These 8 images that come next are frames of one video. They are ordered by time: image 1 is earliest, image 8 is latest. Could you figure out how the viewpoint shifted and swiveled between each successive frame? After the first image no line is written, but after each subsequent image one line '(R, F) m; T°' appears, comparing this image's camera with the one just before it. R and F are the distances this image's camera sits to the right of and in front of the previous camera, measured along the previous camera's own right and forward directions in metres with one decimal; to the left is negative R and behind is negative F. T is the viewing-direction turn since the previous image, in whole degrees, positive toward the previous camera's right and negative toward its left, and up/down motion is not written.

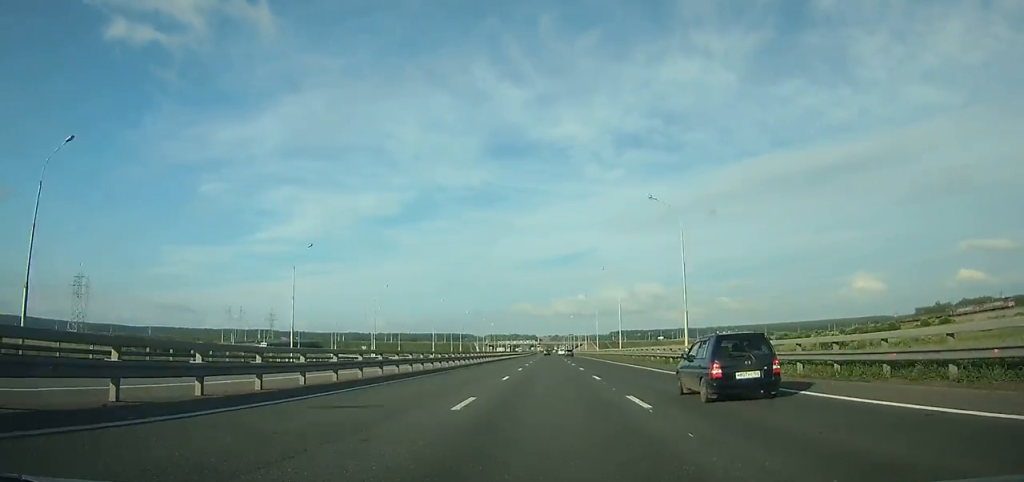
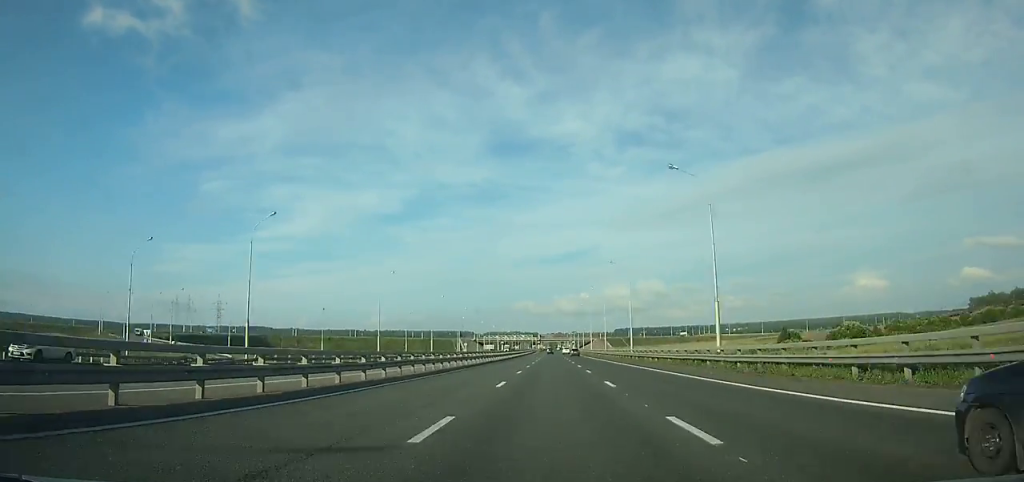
(-0.1, +86.2) m; 0°
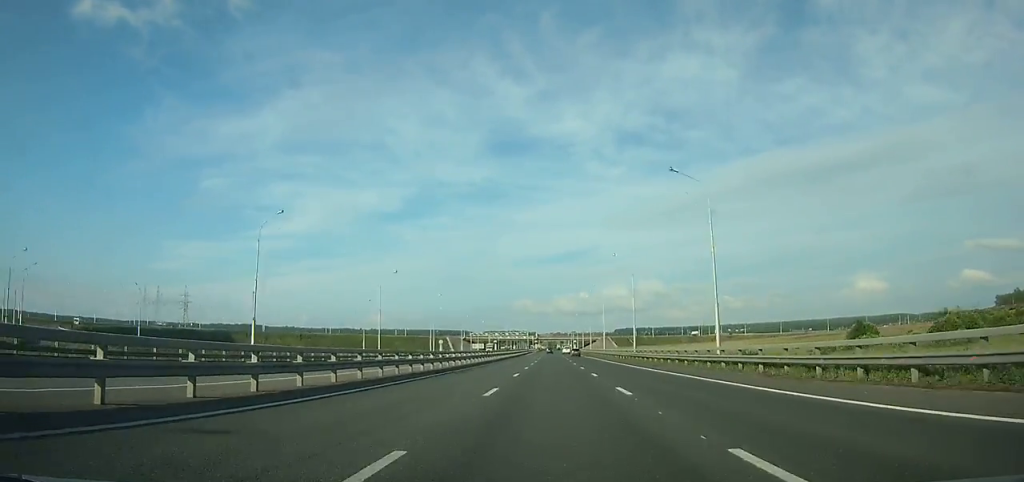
(0.0, +38.7) m; 0°
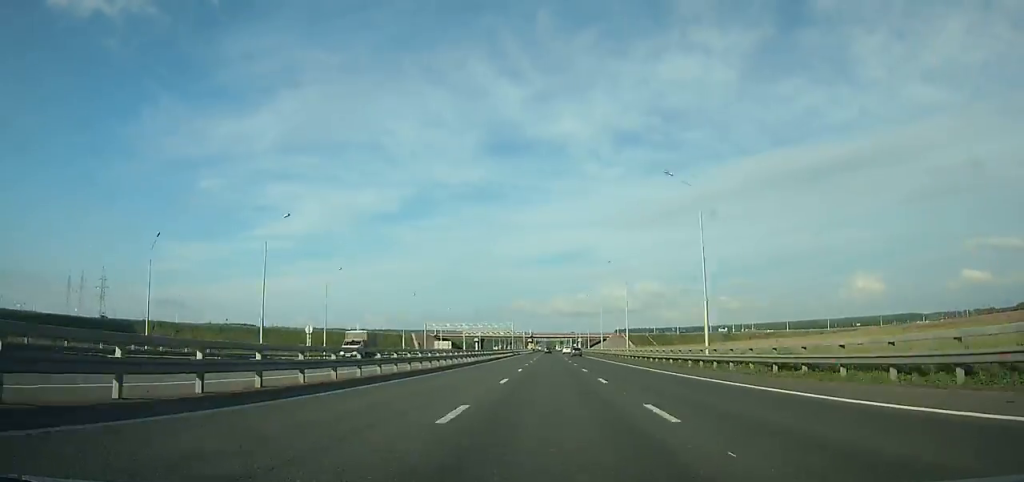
(-0.1, +74.6) m; 0°
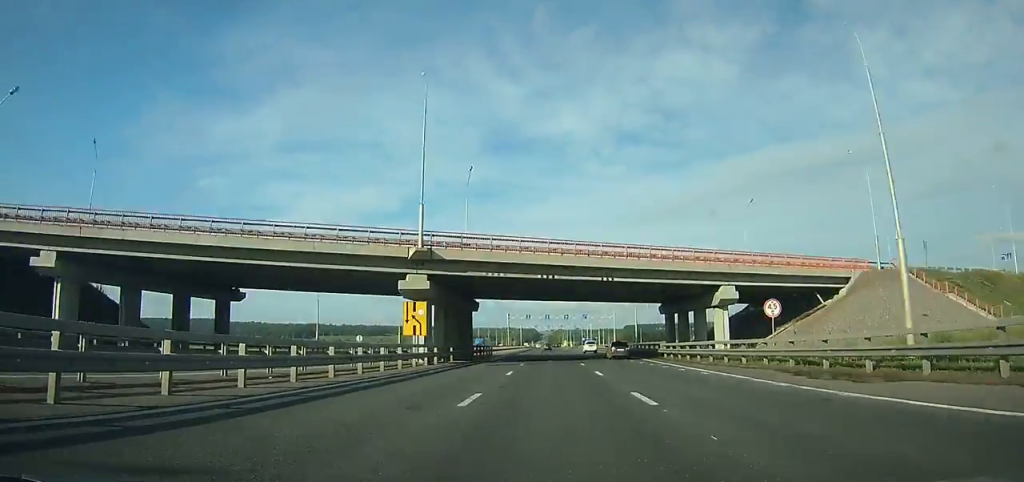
(-0.2, +219.5) m; 0°
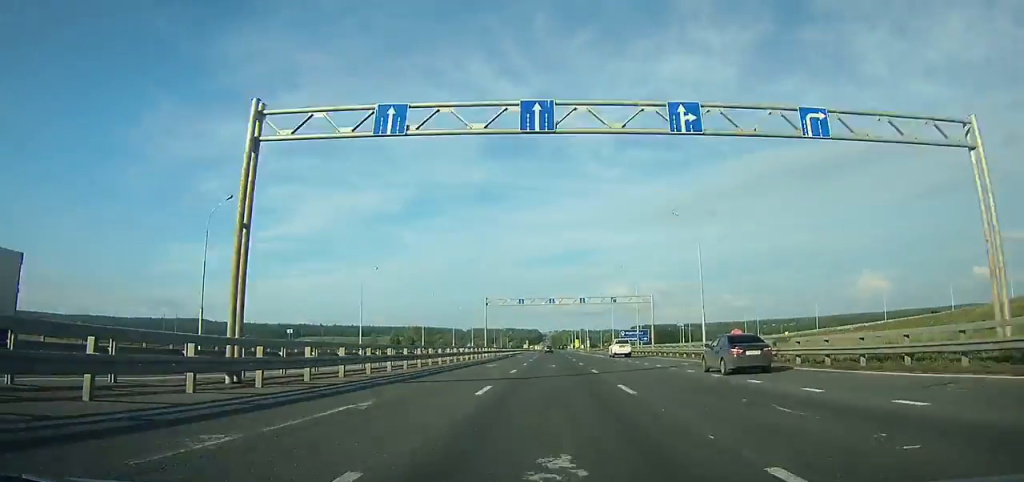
(-0.2, +102.3) m; 0°
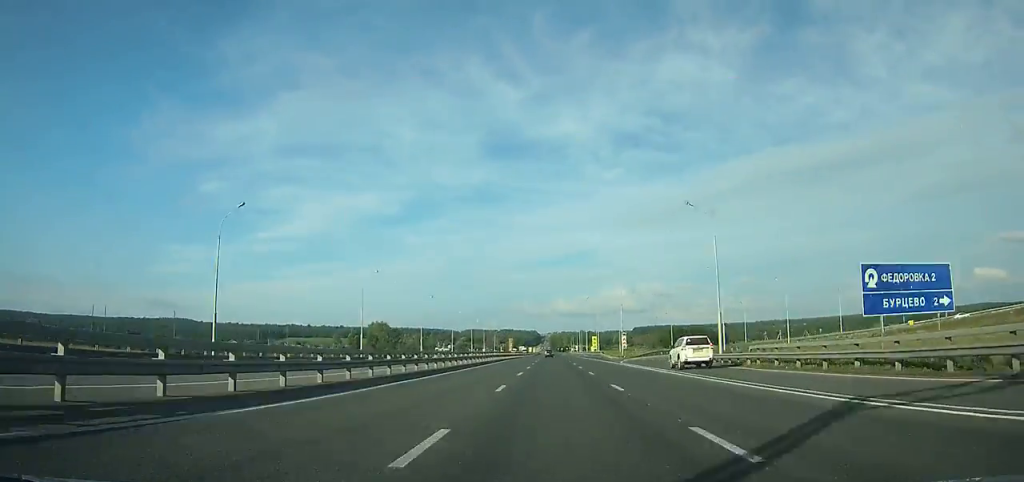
(-0.1, +78.1) m; 0°
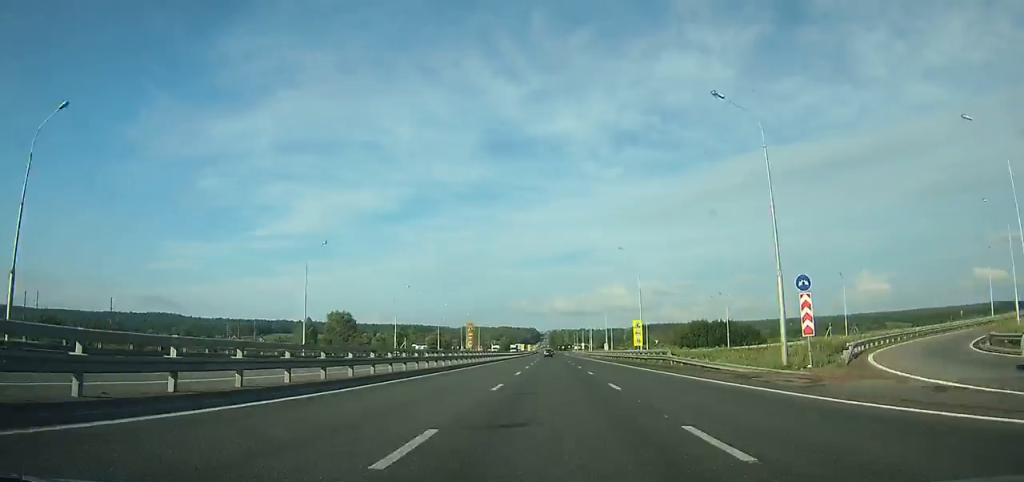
(0.0, +57.3) m; 0°
